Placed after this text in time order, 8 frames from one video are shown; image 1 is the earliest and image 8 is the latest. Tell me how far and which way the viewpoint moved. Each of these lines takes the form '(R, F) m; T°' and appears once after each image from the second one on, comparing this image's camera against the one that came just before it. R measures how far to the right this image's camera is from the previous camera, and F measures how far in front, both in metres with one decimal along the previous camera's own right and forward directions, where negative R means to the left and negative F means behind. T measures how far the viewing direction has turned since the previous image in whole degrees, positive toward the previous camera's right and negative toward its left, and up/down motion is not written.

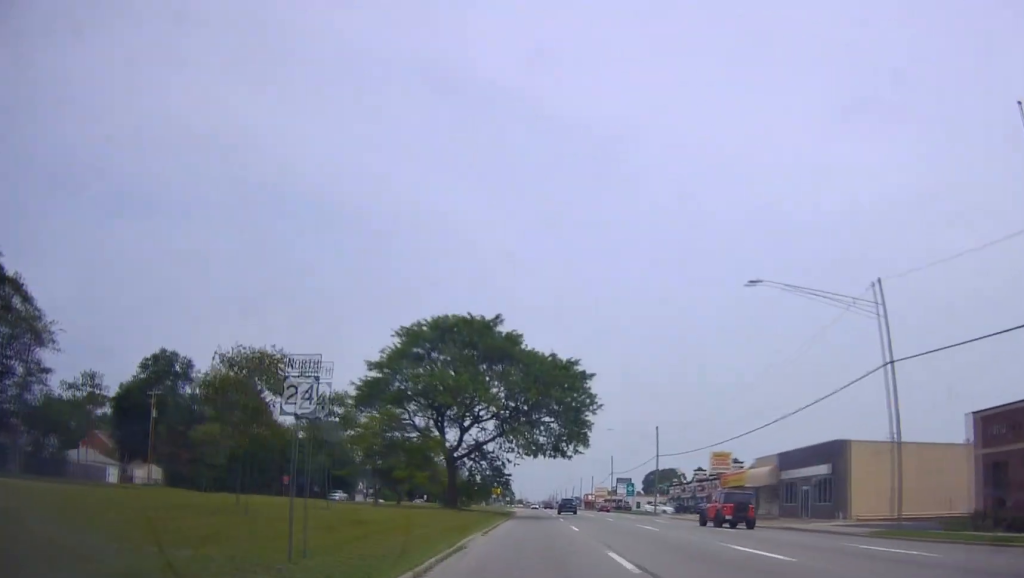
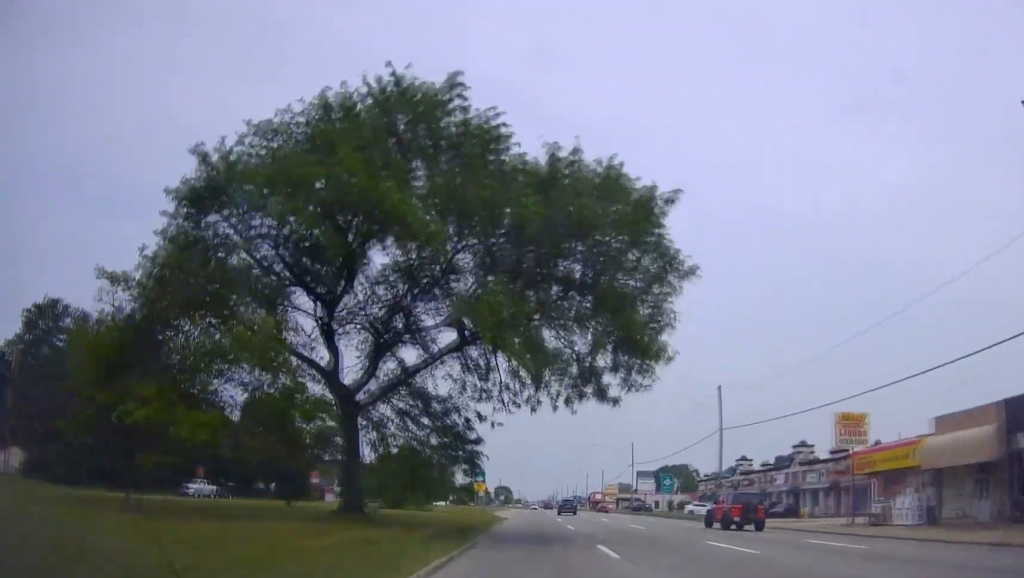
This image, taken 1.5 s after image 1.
(-0.5, +27.6) m; +1°
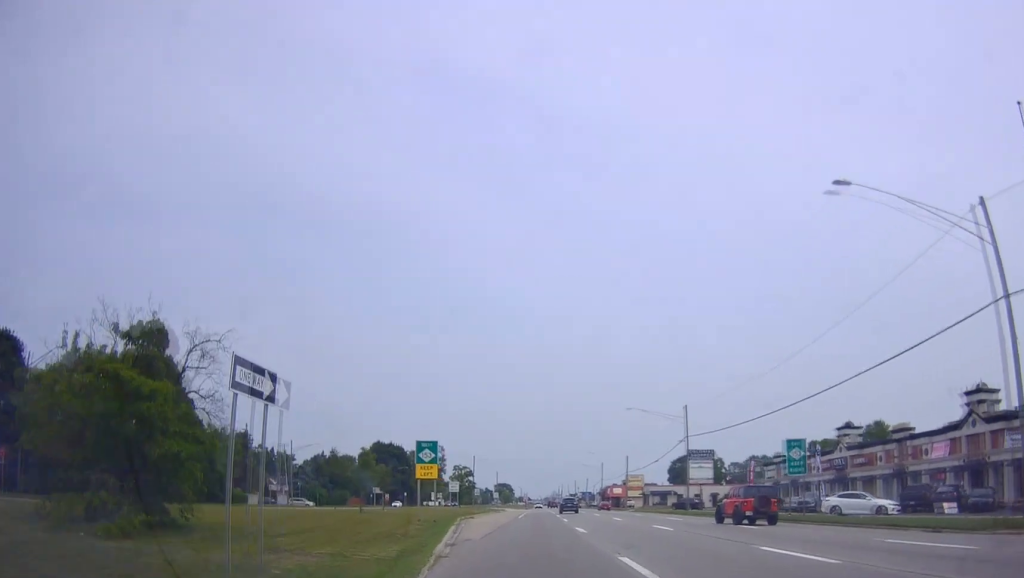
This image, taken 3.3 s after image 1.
(+0.6, +35.2) m; +1°
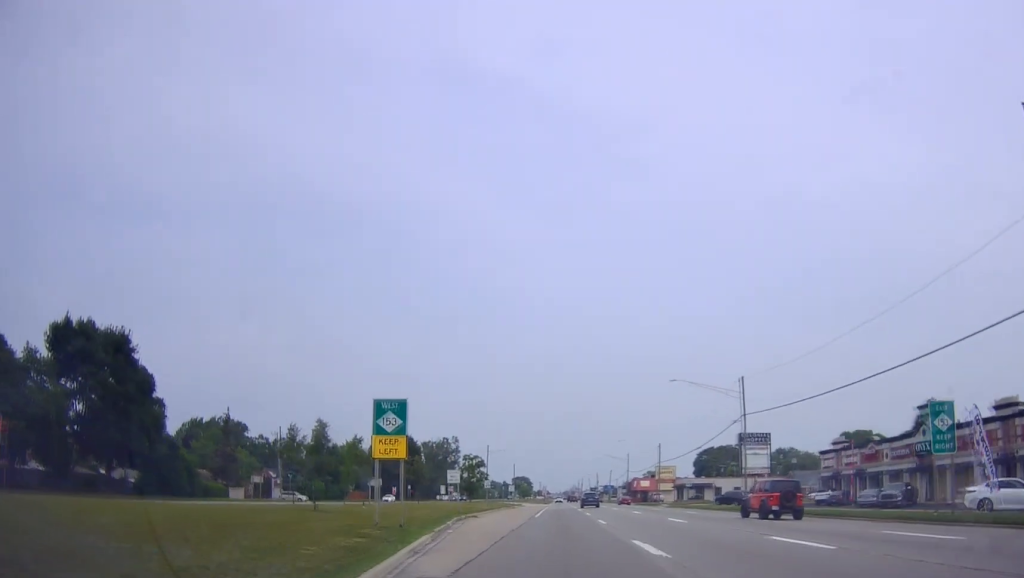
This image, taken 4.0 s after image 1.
(+0.3, +13.0) m; -1°
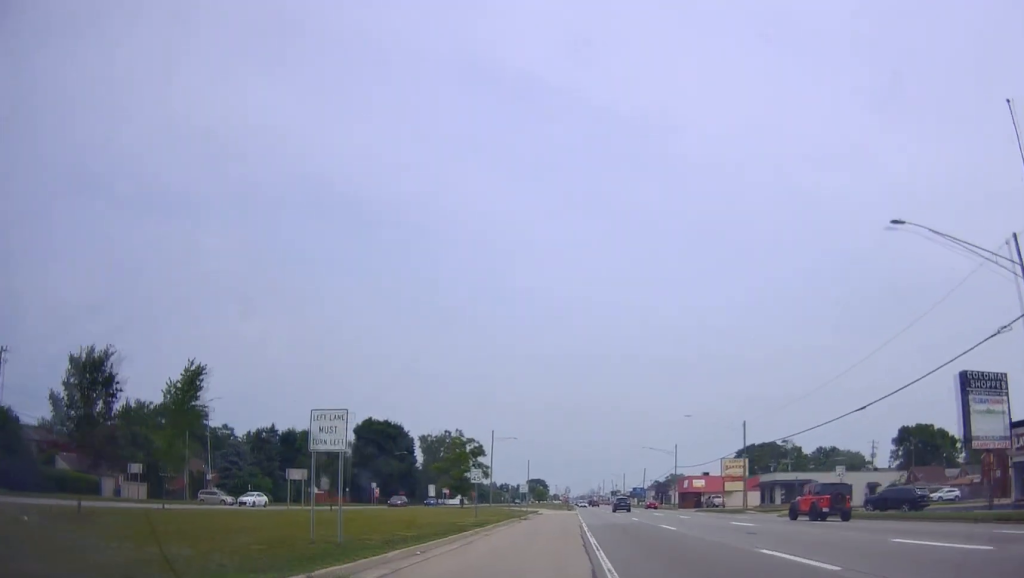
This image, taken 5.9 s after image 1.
(-1.4, +33.2) m; -4°
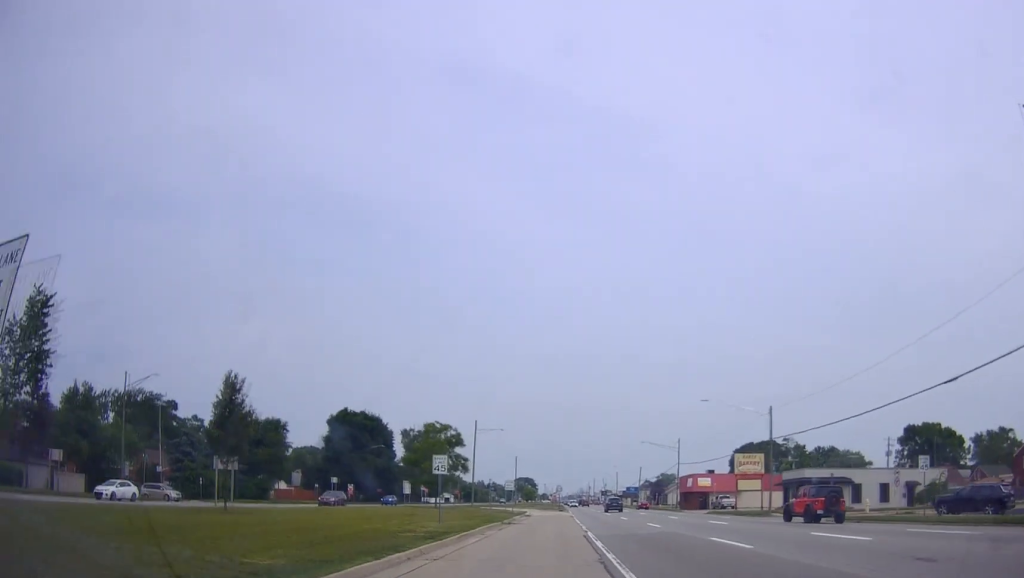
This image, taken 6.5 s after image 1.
(-0.1, +10.7) m; 0°
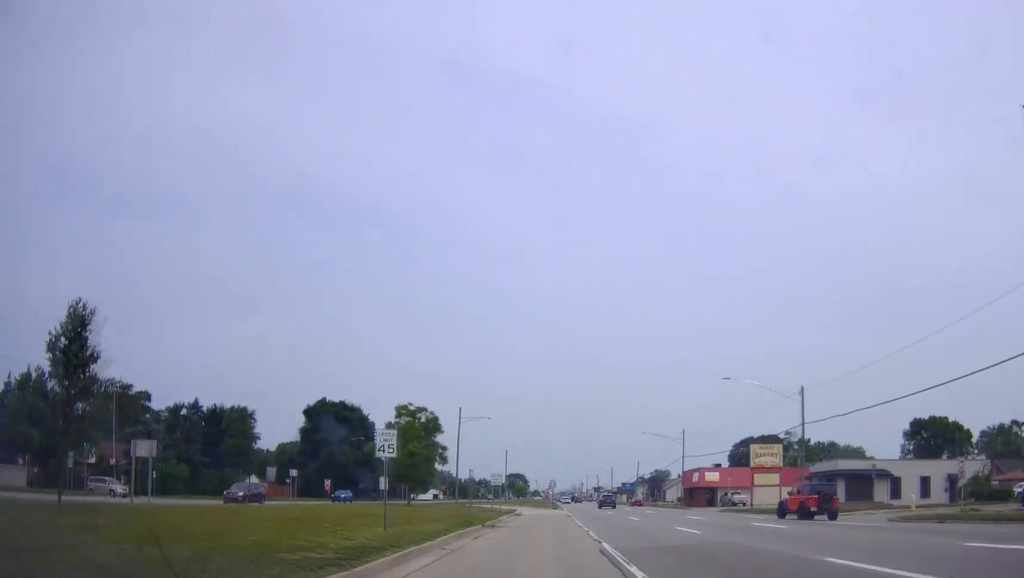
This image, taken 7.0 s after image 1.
(0.0, +8.9) m; +1°
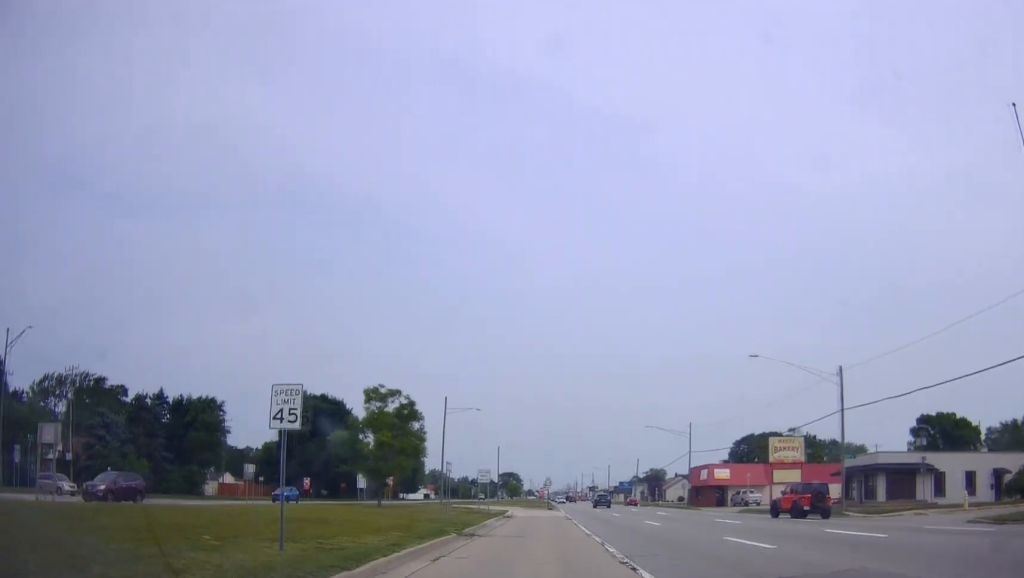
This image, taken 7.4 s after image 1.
(-0.1, +7.7) m; +1°
